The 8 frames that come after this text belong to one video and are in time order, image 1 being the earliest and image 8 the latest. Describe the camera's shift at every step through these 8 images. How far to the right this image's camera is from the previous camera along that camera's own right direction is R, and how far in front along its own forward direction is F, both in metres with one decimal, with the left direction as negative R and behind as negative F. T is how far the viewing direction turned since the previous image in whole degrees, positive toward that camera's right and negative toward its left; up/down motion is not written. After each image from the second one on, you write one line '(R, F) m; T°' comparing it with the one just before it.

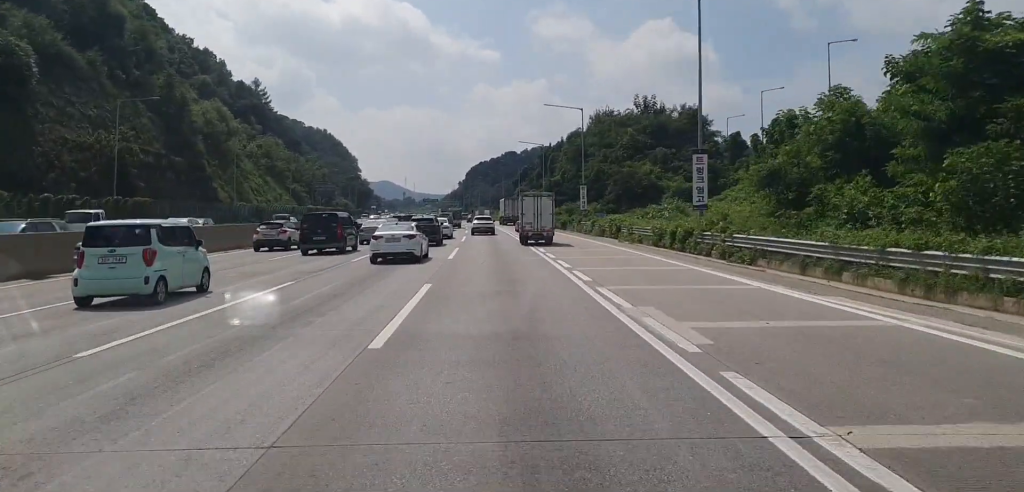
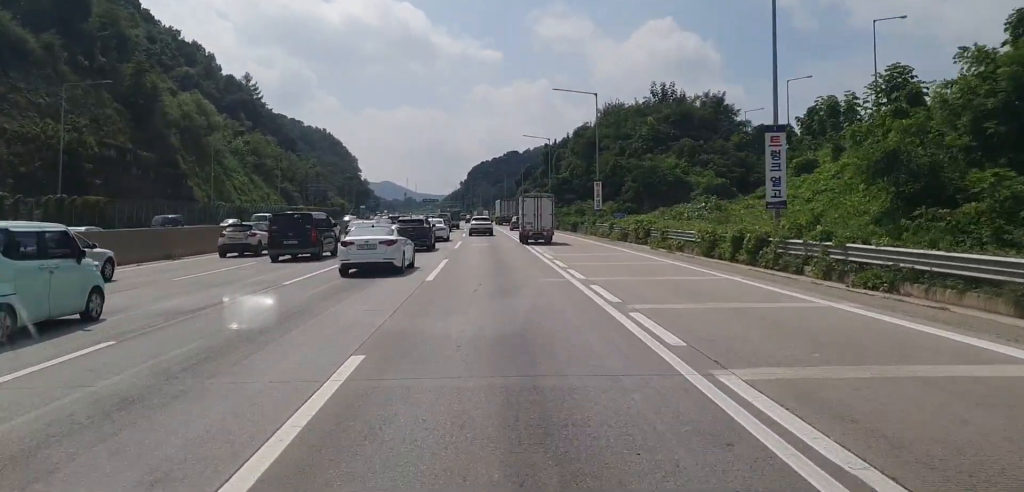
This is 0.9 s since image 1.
(+0.2, +9.7) m; 0°
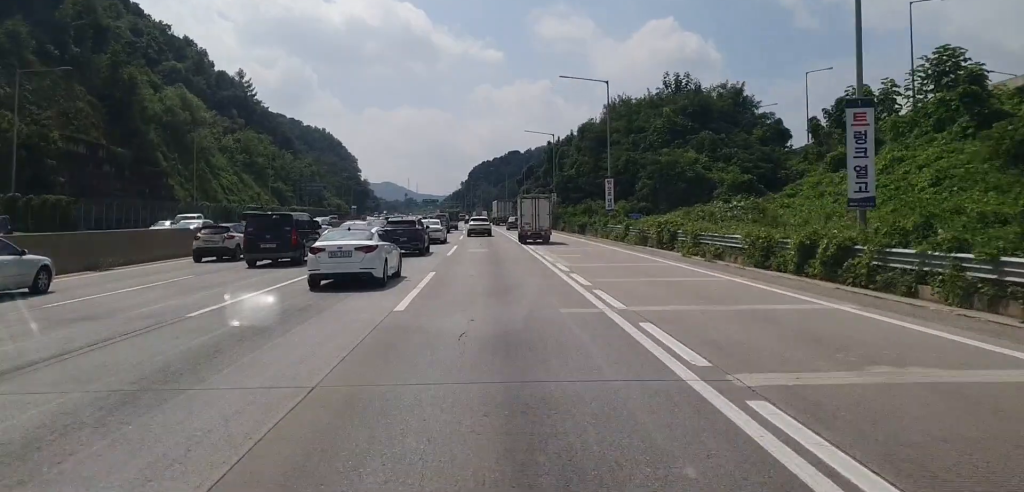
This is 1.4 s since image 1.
(0.0, +6.3) m; -1°
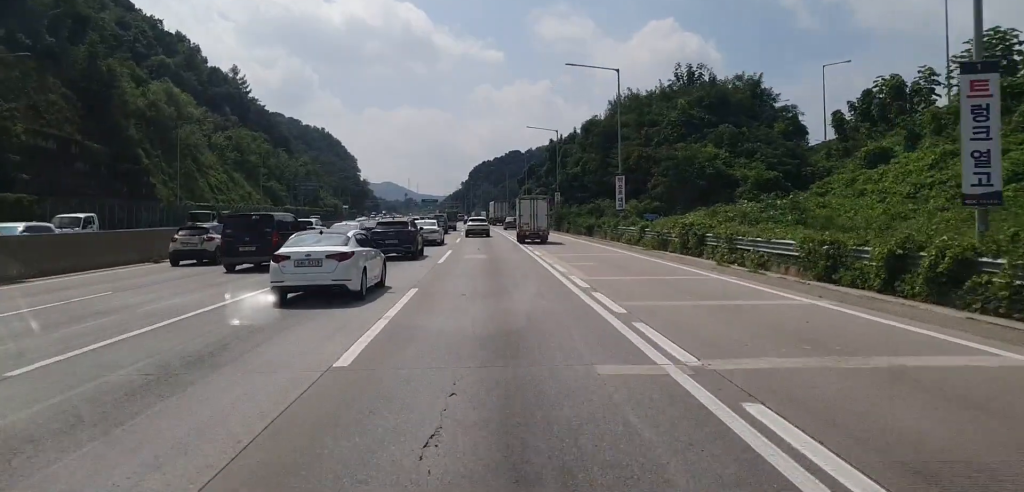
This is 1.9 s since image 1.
(-0.1, +5.1) m; -1°
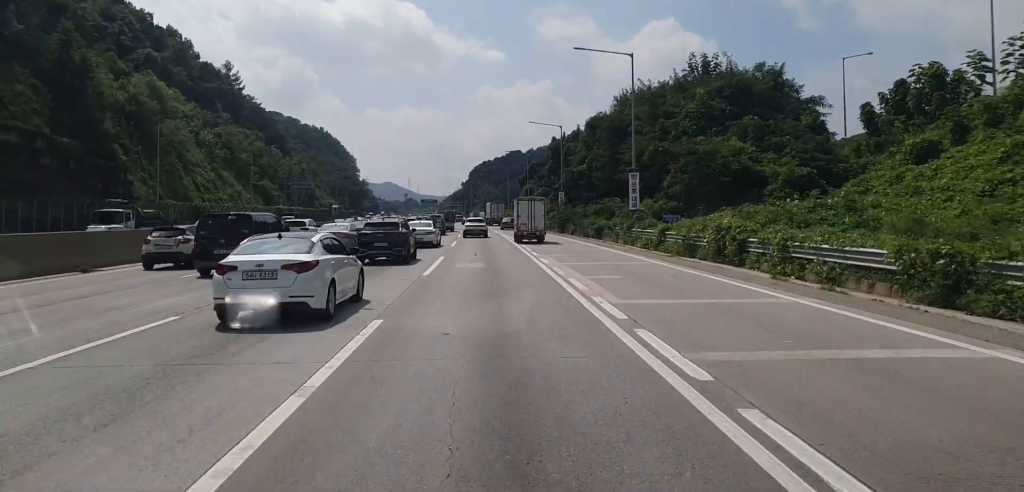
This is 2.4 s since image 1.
(0.0, +5.5) m; -1°
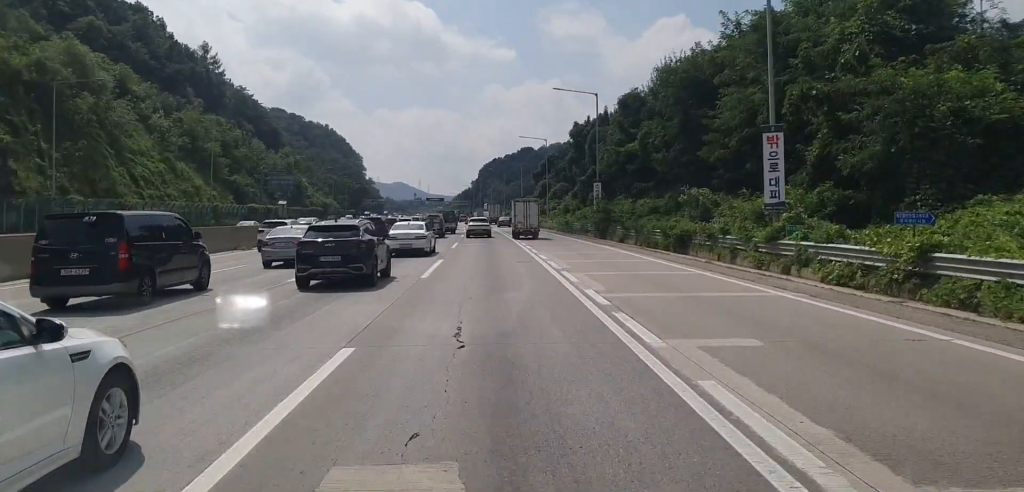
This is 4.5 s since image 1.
(+0.1, +23.1) m; +1°
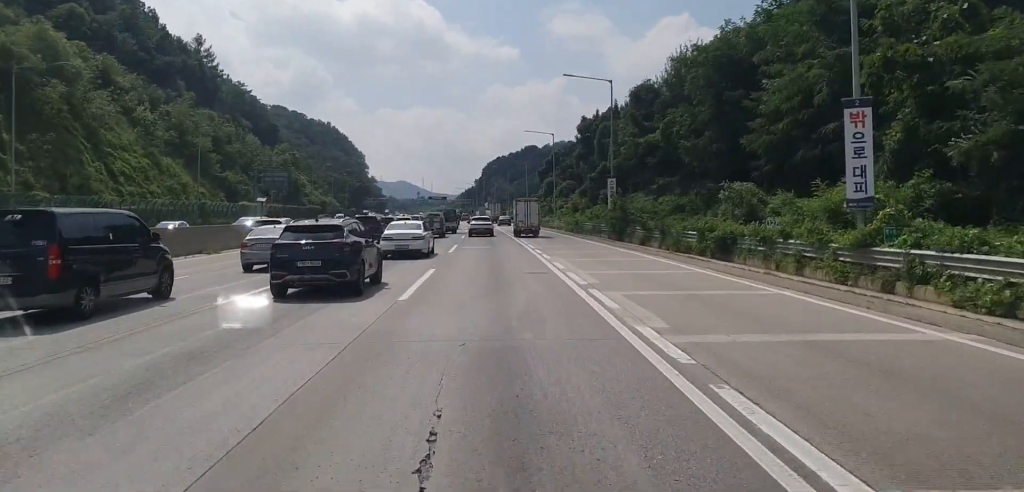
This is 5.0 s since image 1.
(+0.1, +6.0) m; -1°
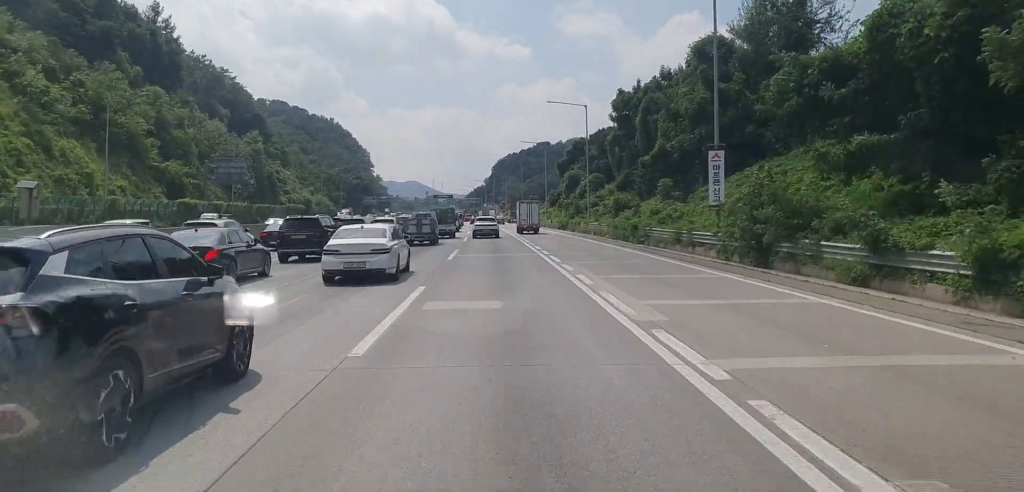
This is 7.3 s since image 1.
(-1.0, +26.1) m; -4°
